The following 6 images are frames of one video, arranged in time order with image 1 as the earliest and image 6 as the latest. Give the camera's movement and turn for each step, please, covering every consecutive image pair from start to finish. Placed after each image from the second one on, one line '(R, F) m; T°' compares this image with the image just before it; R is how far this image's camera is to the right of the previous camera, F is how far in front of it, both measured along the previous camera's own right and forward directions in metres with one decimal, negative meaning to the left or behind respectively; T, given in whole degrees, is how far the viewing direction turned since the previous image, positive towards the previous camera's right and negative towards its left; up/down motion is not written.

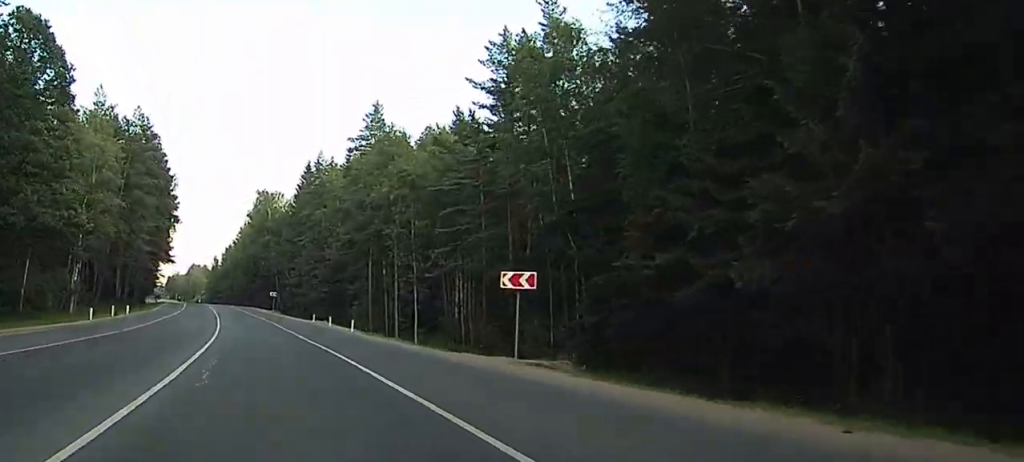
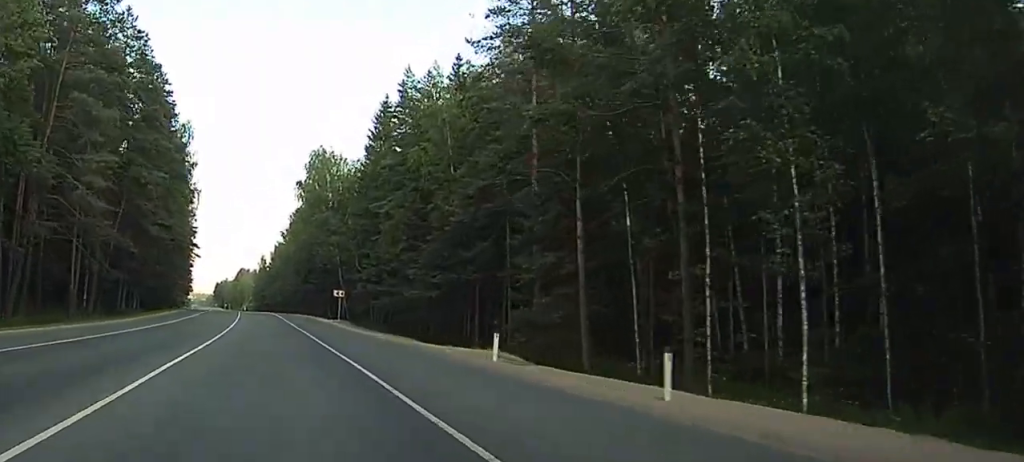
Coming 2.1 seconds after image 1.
(-3.5, +49.4) m; -8°
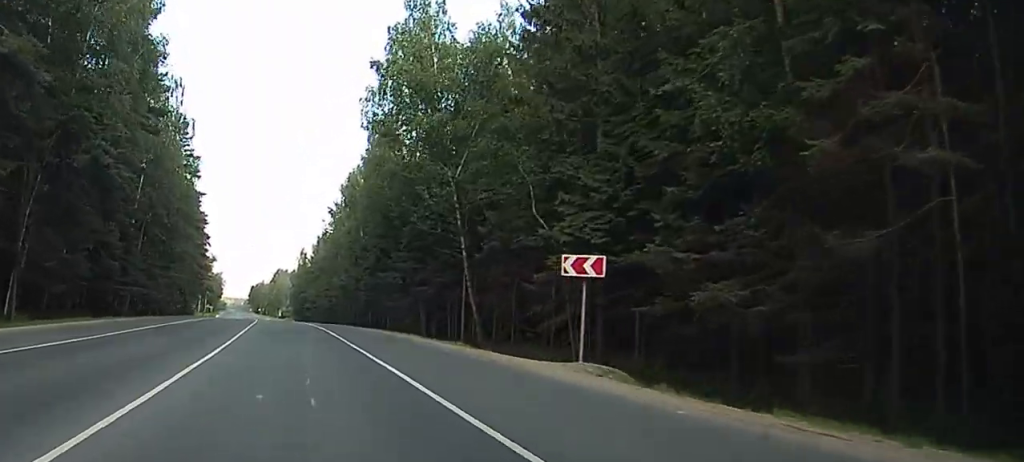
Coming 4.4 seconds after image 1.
(-1.9, +59.3) m; -1°
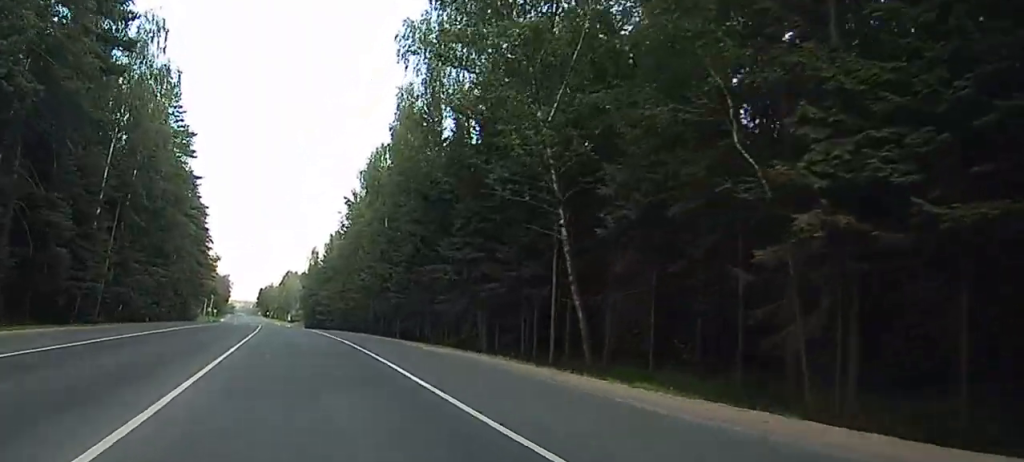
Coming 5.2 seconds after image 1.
(+0.1, +18.1) m; +1°
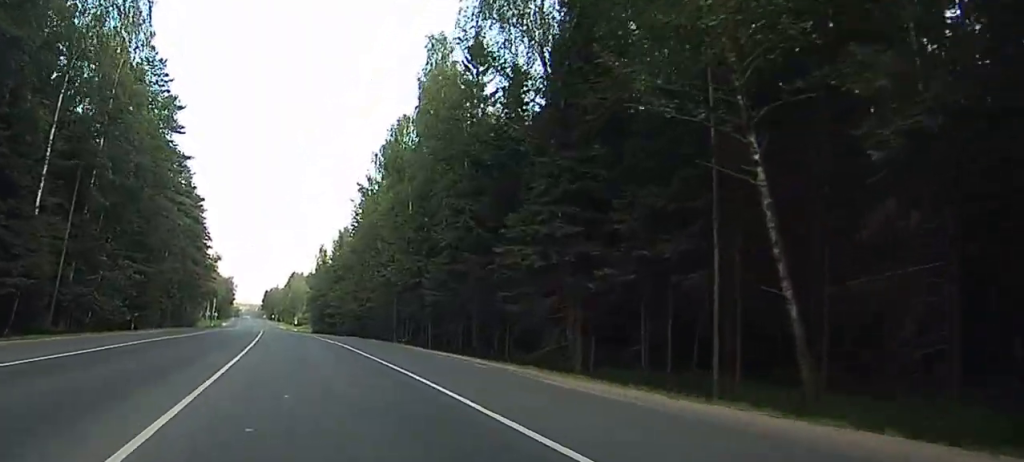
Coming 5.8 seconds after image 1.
(+0.3, +15.4) m; 0°
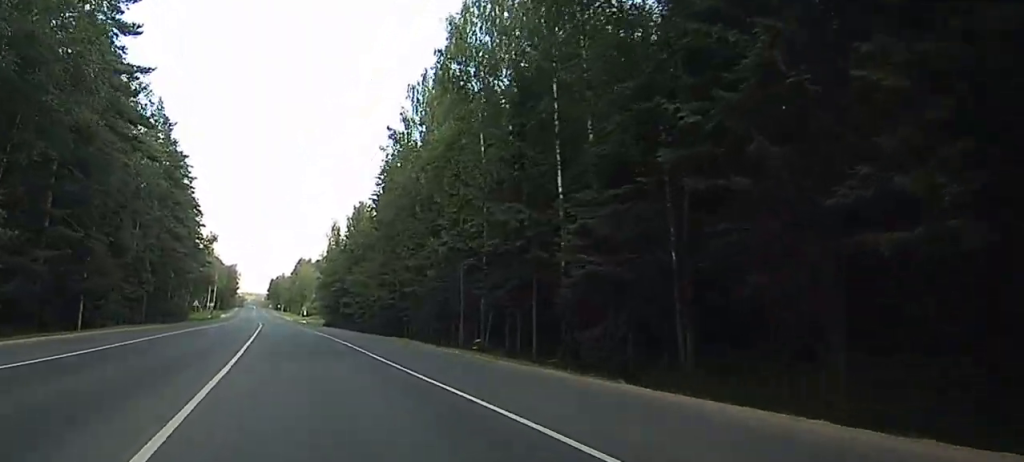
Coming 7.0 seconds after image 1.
(-0.3, +28.2) m; -1°
